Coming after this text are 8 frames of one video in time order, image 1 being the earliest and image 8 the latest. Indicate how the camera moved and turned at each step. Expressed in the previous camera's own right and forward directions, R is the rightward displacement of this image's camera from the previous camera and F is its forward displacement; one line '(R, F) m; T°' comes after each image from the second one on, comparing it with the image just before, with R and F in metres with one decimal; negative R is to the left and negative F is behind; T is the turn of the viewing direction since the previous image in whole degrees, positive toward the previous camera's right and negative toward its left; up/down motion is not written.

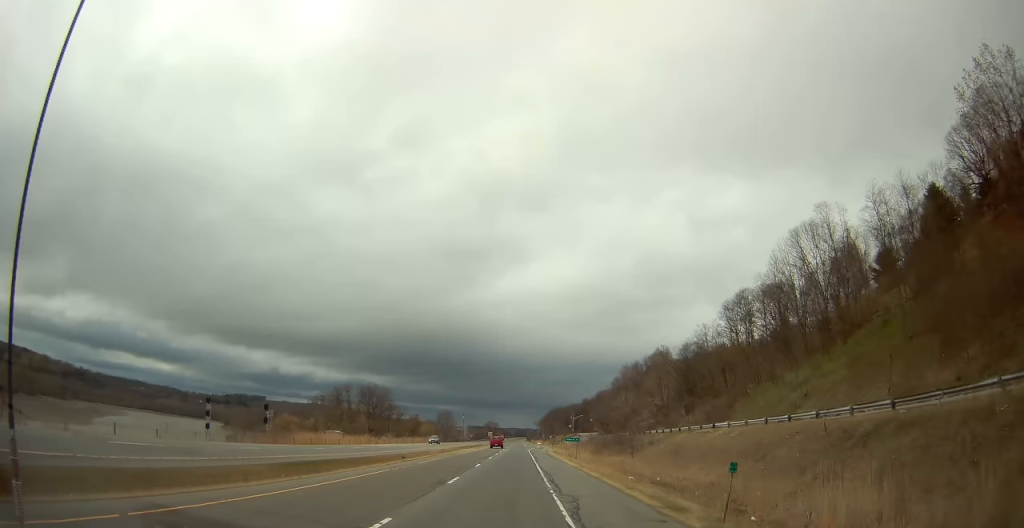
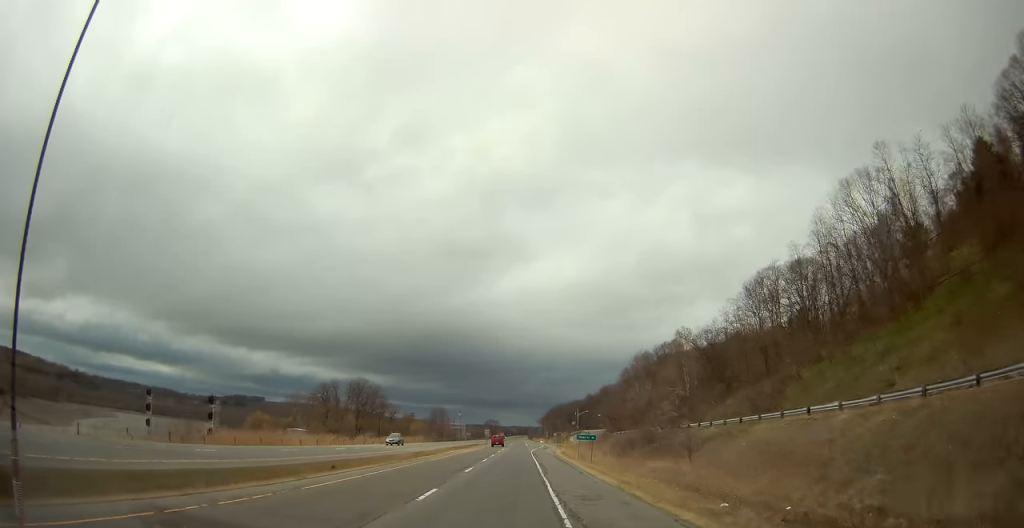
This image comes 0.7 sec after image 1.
(0.0, +17.9) m; 0°
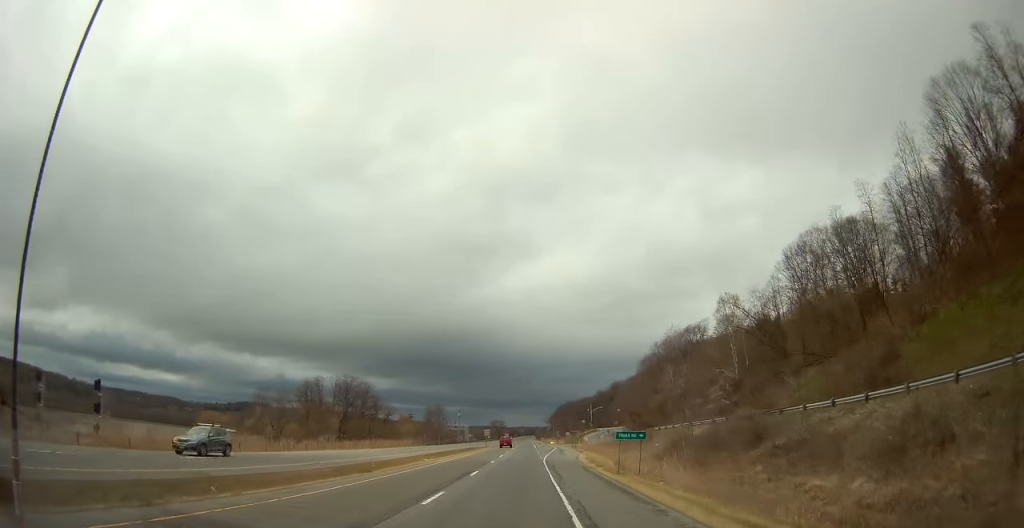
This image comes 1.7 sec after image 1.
(0.0, +24.8) m; 0°
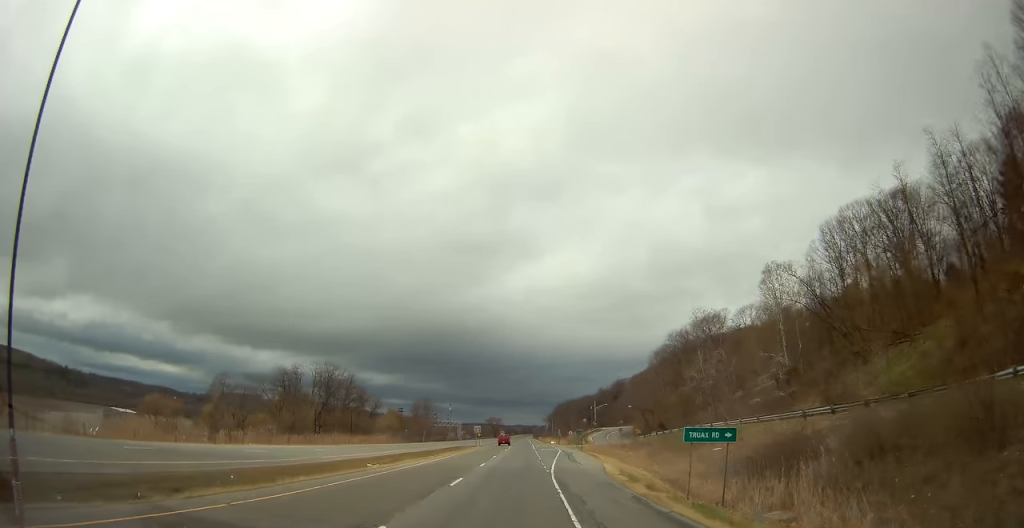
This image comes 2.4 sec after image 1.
(0.0, +18.9) m; 0°
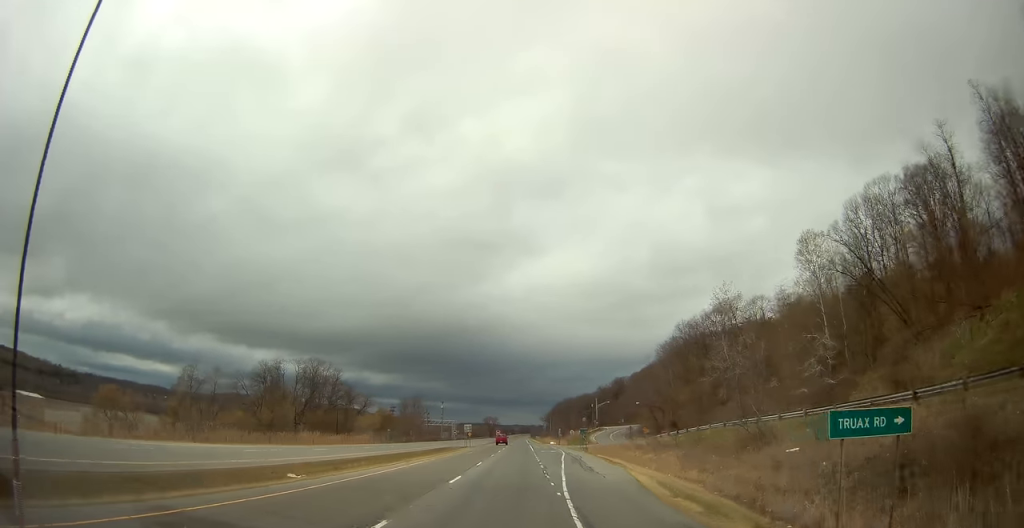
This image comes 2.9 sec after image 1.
(-0.1, +12.0) m; 0°
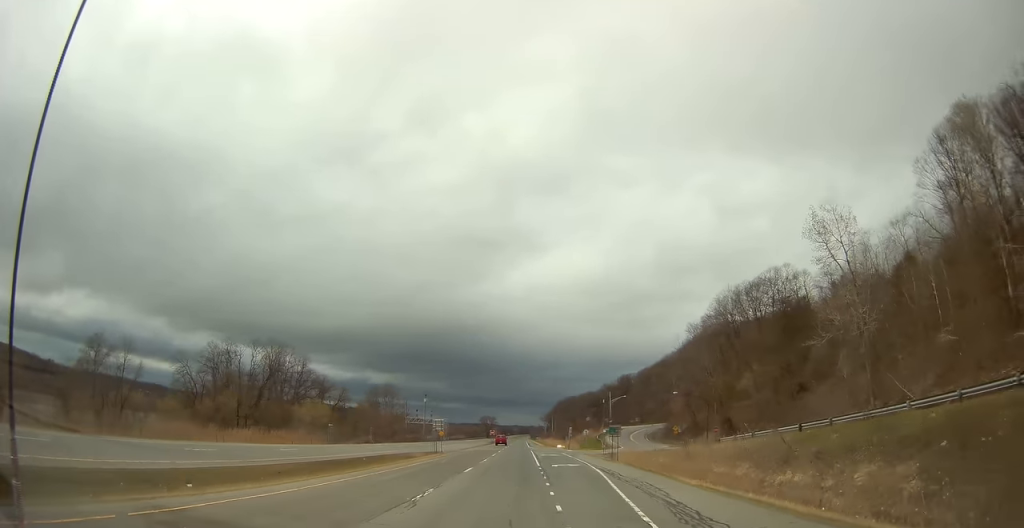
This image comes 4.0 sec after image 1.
(+0.4, +30.1) m; 0°
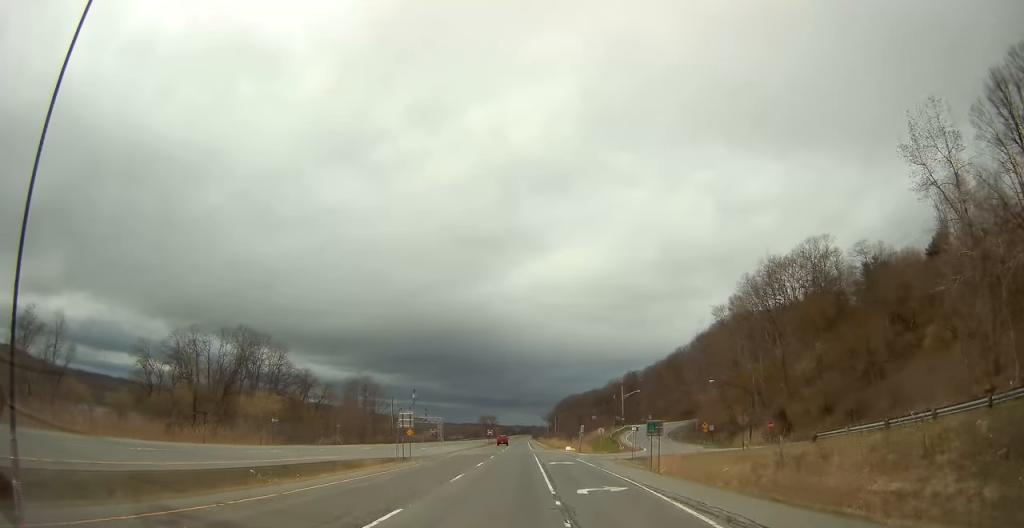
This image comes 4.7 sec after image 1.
(-0.1, +17.3) m; 0°
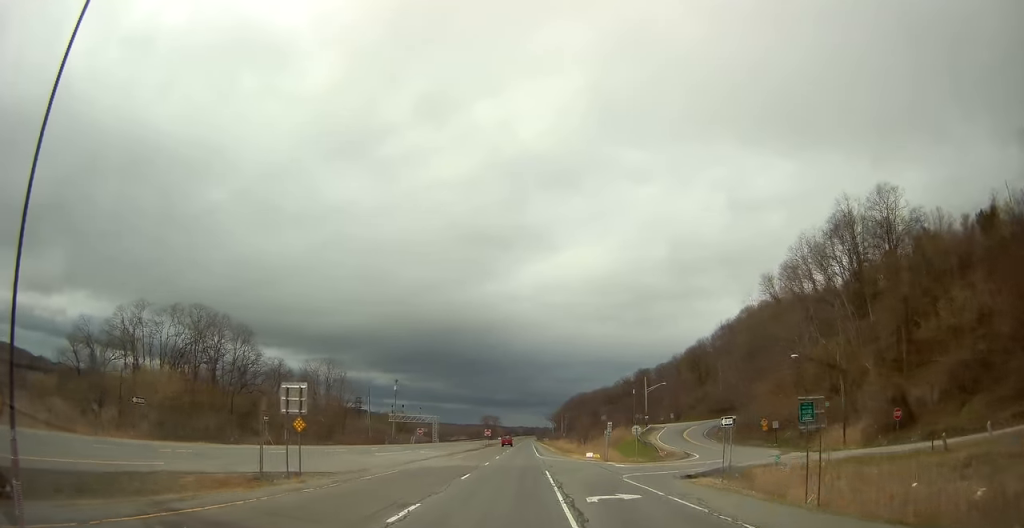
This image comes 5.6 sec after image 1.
(-0.2, +22.4) m; 0°
